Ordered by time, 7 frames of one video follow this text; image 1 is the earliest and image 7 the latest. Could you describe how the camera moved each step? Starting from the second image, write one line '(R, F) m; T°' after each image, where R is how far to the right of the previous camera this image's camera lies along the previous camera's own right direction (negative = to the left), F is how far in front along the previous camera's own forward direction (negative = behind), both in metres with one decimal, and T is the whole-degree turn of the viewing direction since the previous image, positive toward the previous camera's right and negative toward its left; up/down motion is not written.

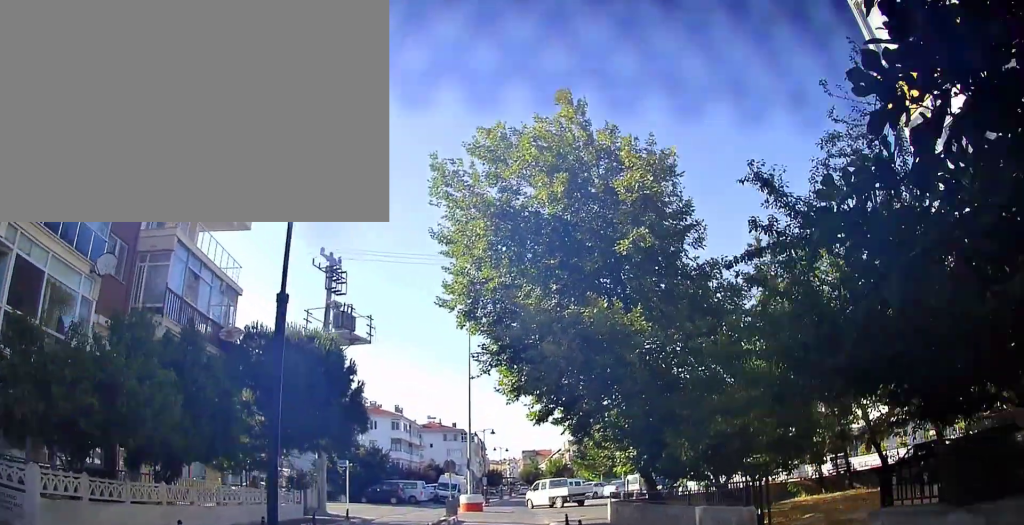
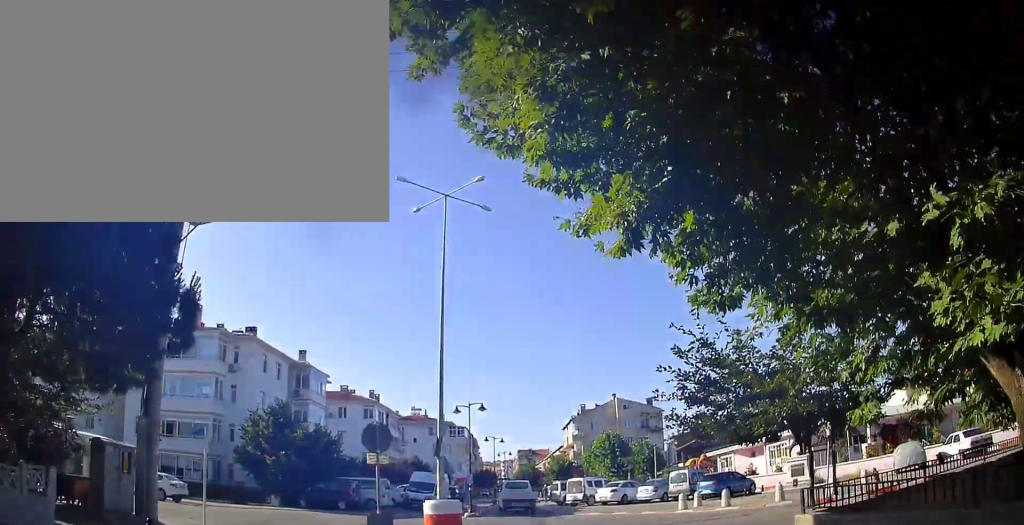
(+0.1, +14.5) m; +2°
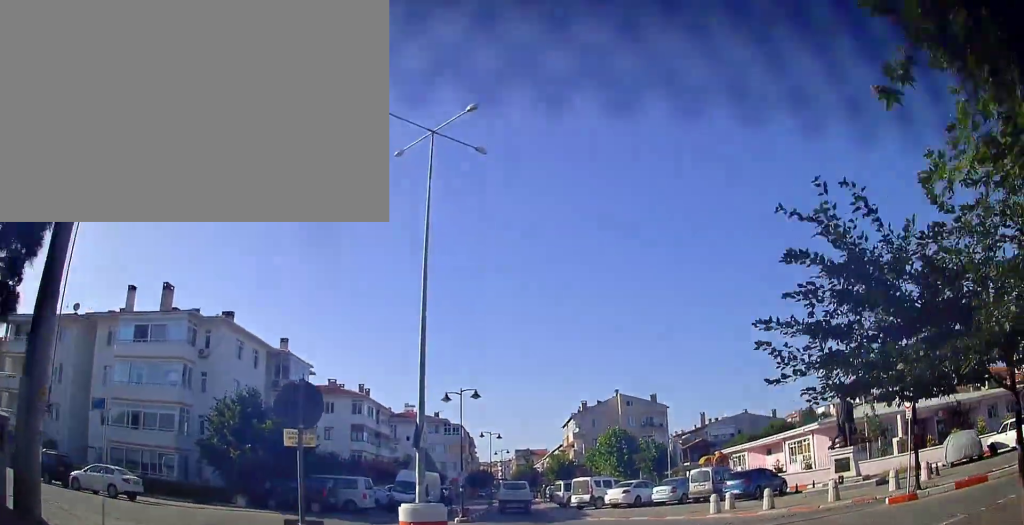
(0.0, +4.5) m; +1°
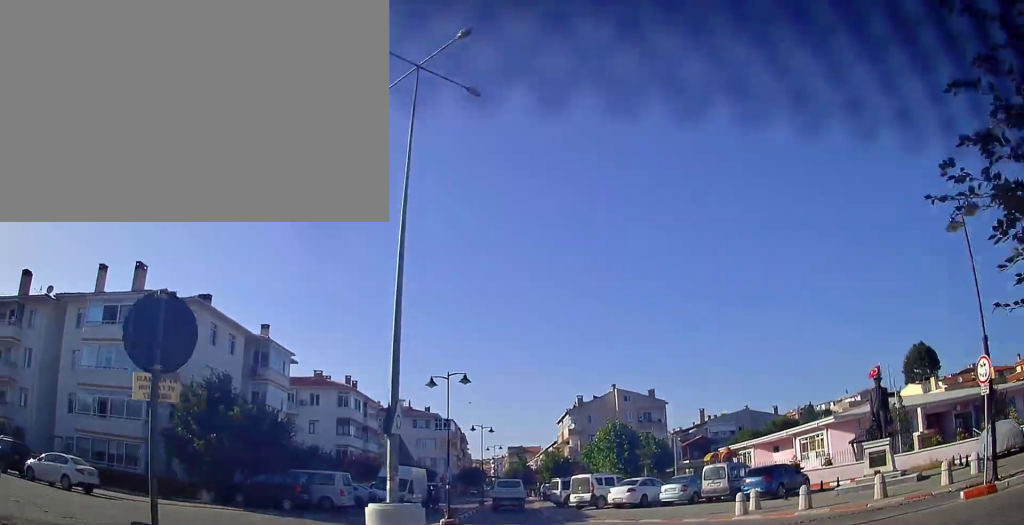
(0.0, +3.4) m; +1°
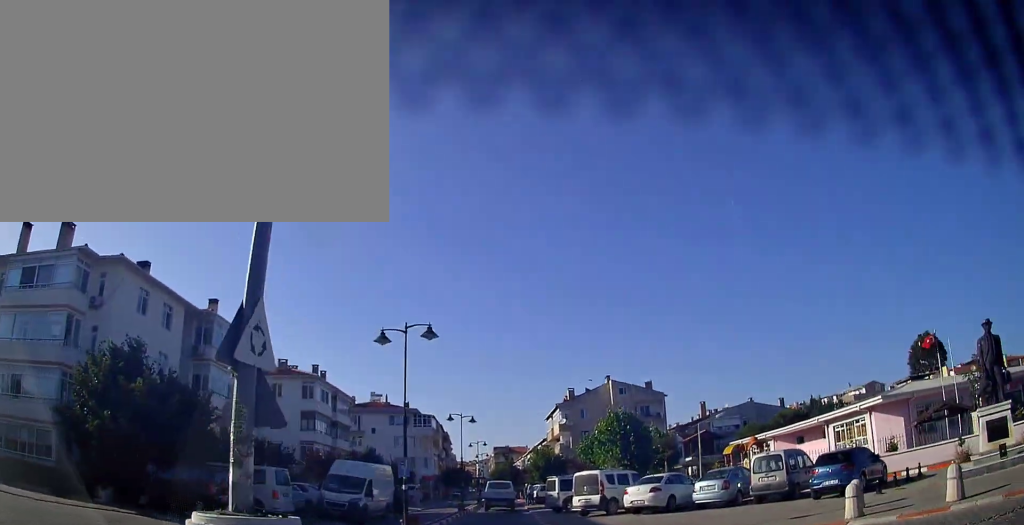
(+0.1, +7.6) m; +1°
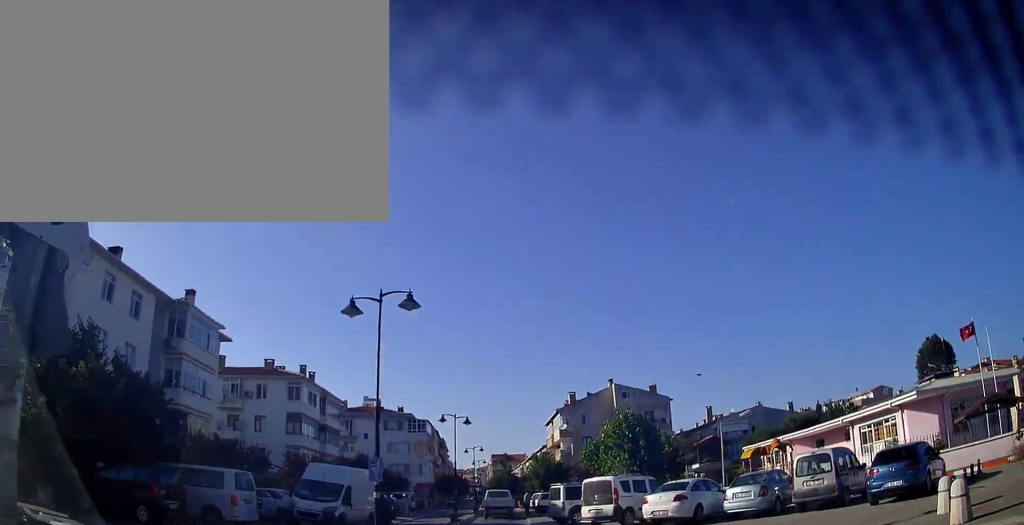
(0.0, +3.7) m; +1°
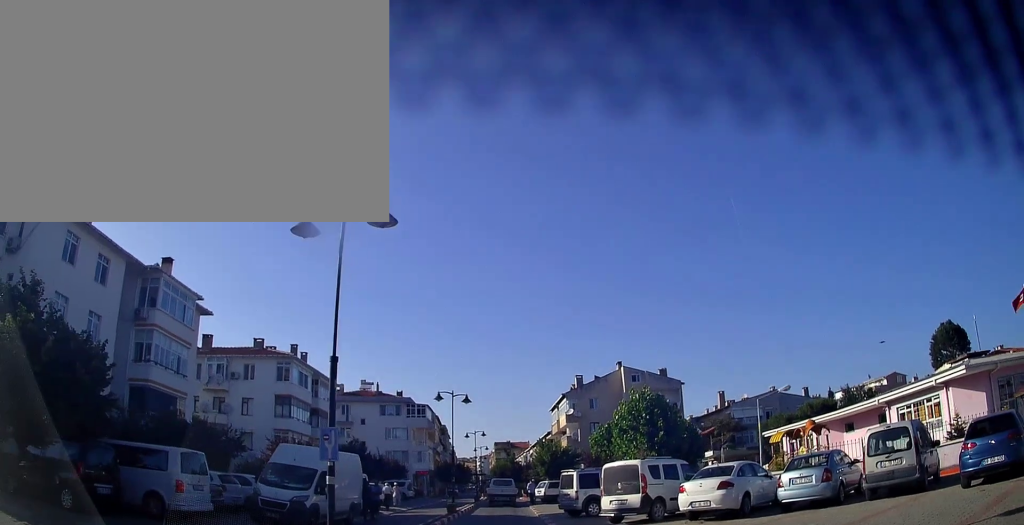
(+0.1, +4.0) m; +1°
